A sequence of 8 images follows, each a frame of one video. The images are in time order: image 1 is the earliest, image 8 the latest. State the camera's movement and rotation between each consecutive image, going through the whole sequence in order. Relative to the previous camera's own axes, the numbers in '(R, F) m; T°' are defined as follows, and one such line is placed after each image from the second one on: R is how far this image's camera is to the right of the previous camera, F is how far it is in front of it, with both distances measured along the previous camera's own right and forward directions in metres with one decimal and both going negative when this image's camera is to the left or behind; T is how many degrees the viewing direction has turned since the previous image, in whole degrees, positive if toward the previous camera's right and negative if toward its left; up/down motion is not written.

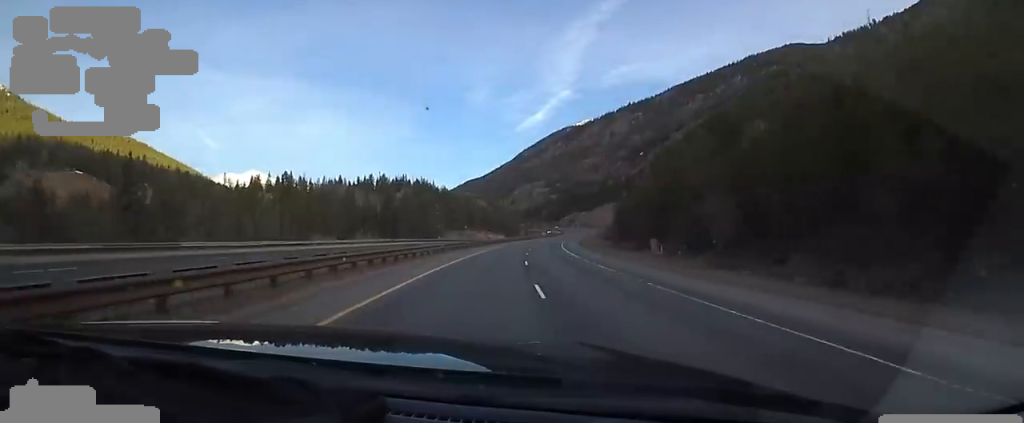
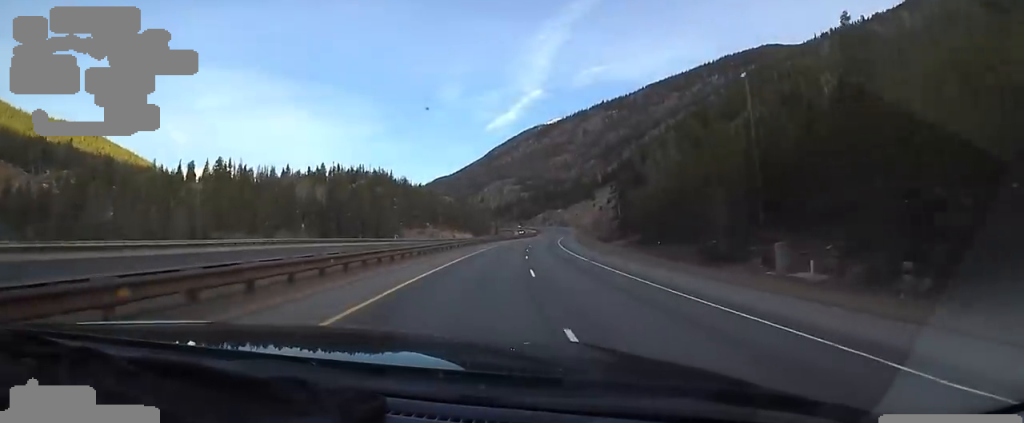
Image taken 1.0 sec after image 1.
(+1.1, +31.1) m; +3°
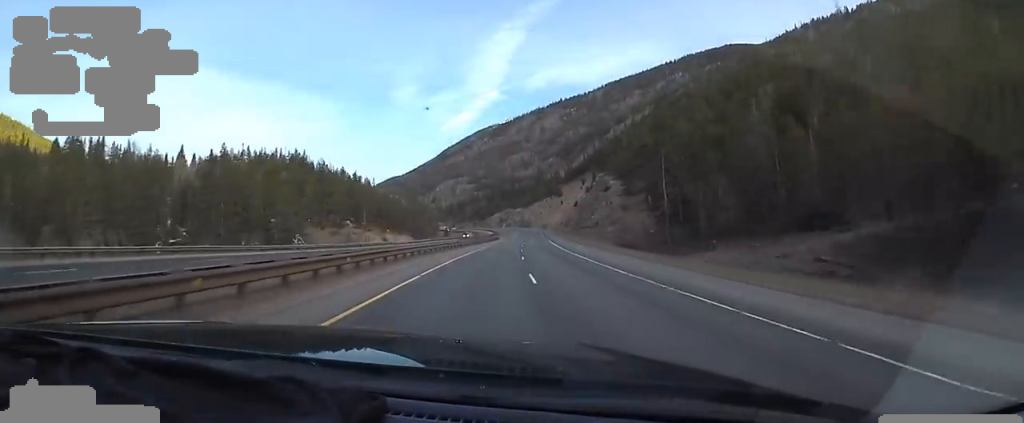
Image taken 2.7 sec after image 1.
(+1.7, +52.2) m; +5°
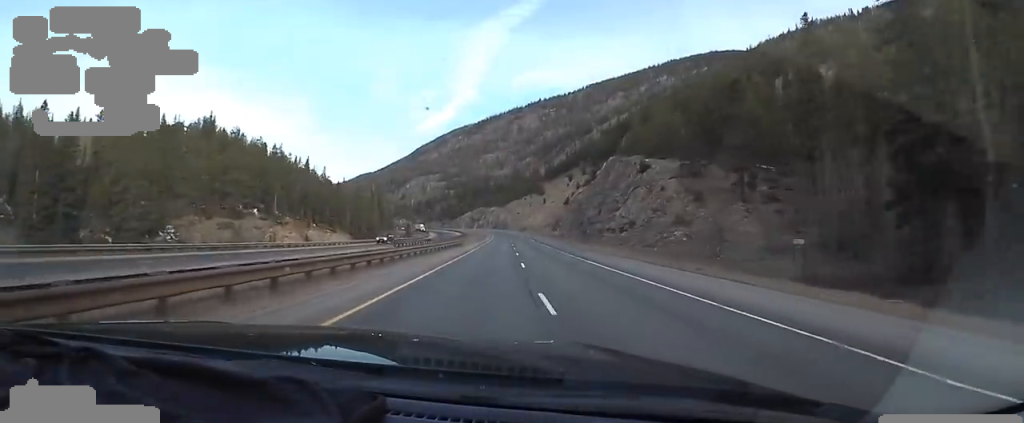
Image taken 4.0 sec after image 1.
(+2.6, +42.0) m; +5°
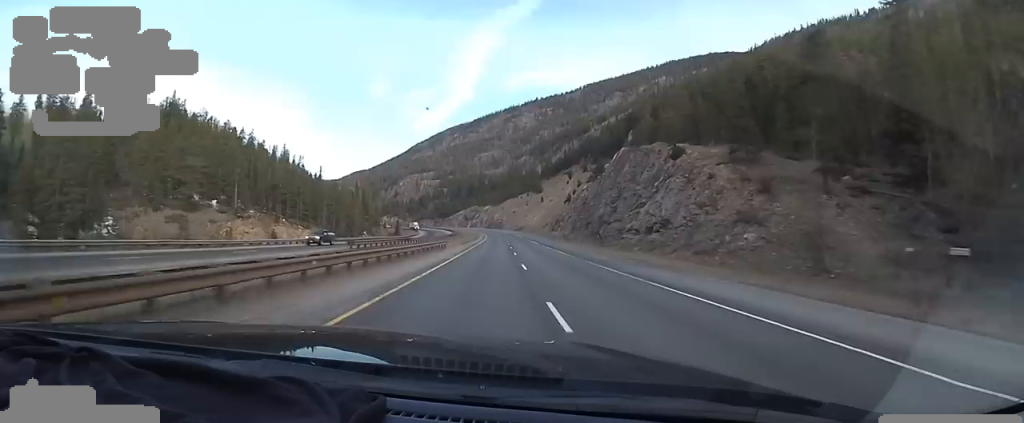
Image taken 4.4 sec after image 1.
(+0.2, +13.7) m; +1°
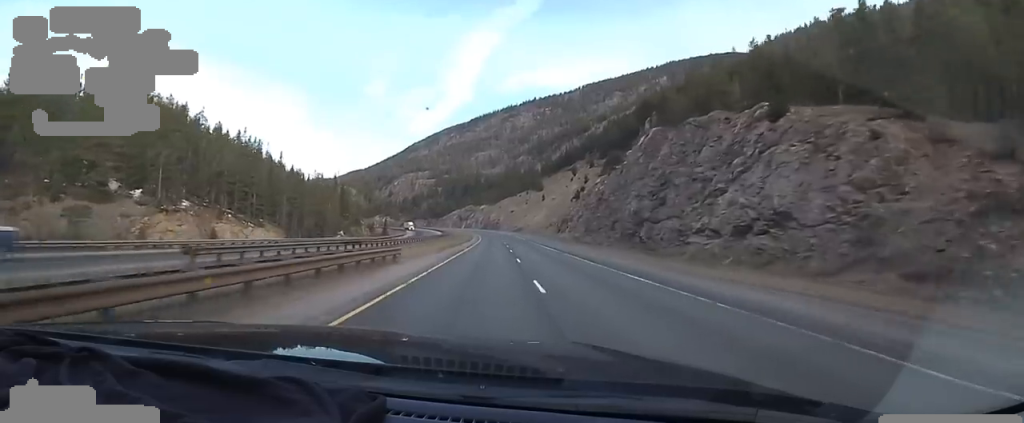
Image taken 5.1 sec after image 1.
(0.0, +20.1) m; 0°
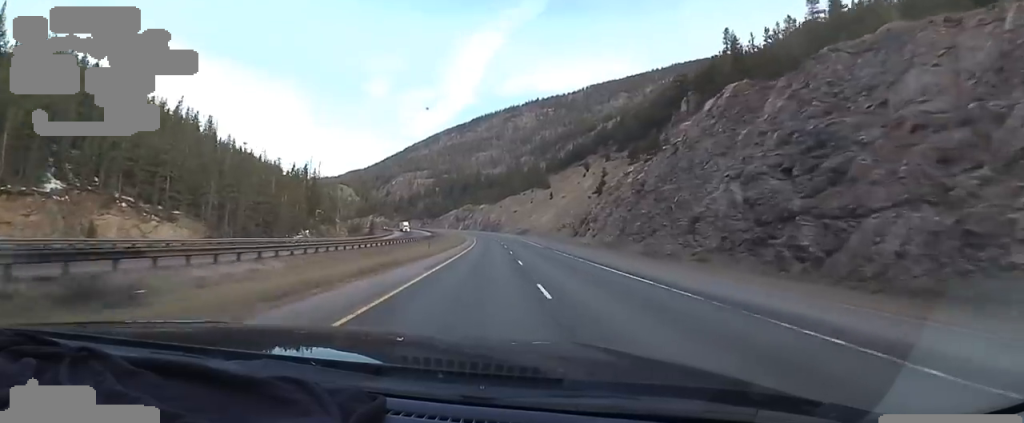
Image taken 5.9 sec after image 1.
(0.0, +25.3) m; -1°
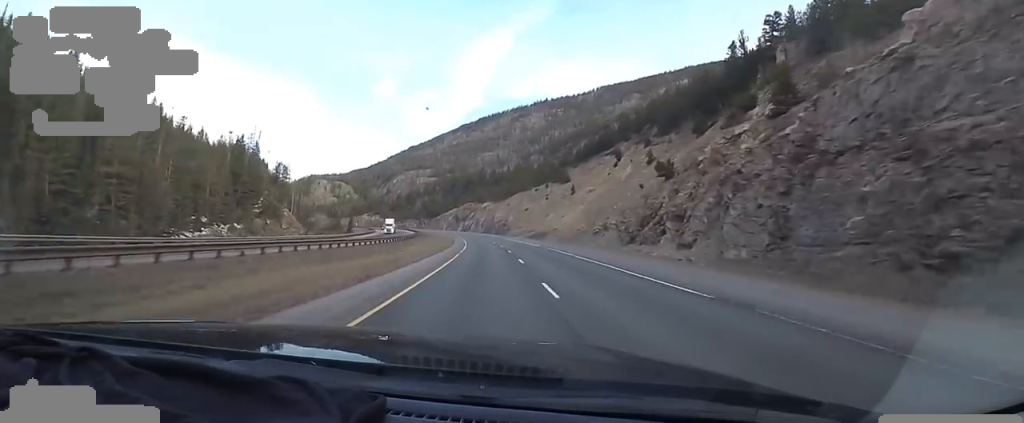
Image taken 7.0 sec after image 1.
(-0.7, +36.7) m; -2°
